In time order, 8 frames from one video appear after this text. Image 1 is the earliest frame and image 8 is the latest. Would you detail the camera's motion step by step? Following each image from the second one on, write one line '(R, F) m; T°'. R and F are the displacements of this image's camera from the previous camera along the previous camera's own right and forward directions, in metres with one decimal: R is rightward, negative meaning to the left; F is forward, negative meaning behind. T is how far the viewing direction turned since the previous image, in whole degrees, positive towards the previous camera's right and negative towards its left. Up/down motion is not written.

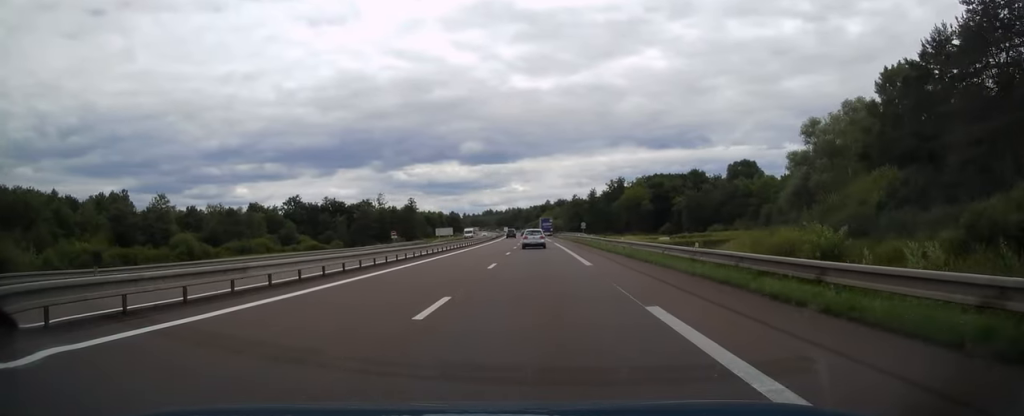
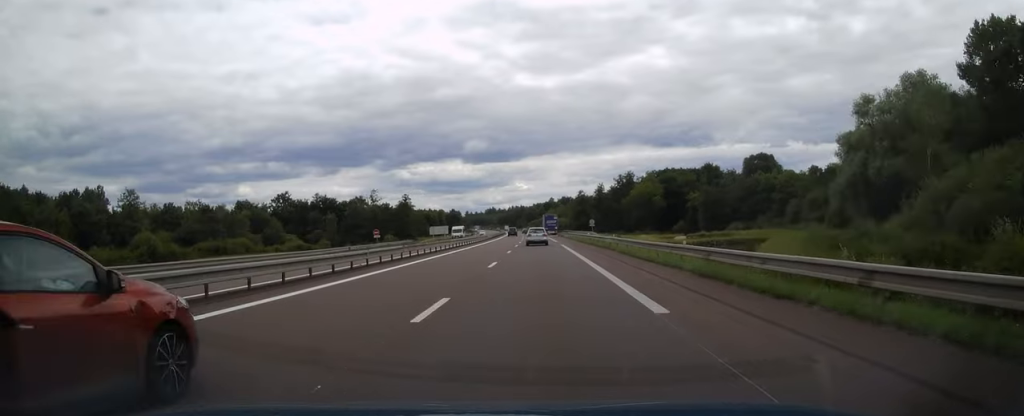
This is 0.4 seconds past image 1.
(-0.1, +13.2) m; 0°
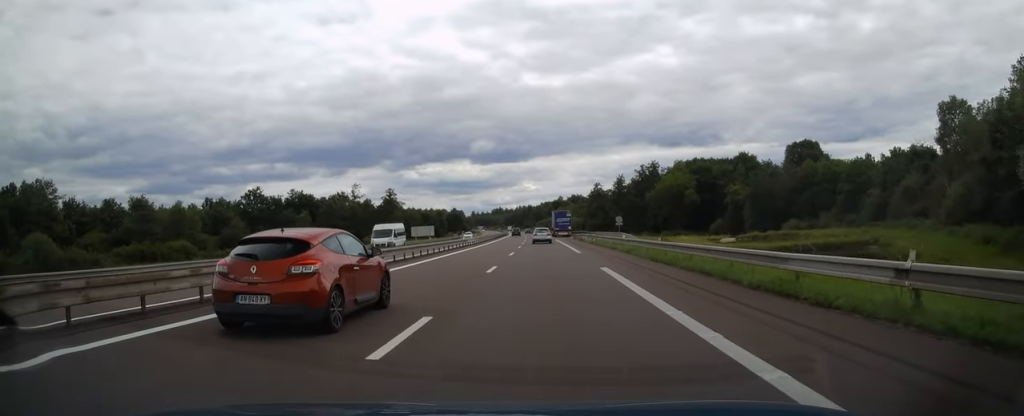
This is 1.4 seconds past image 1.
(-0.2, +28.5) m; 0°
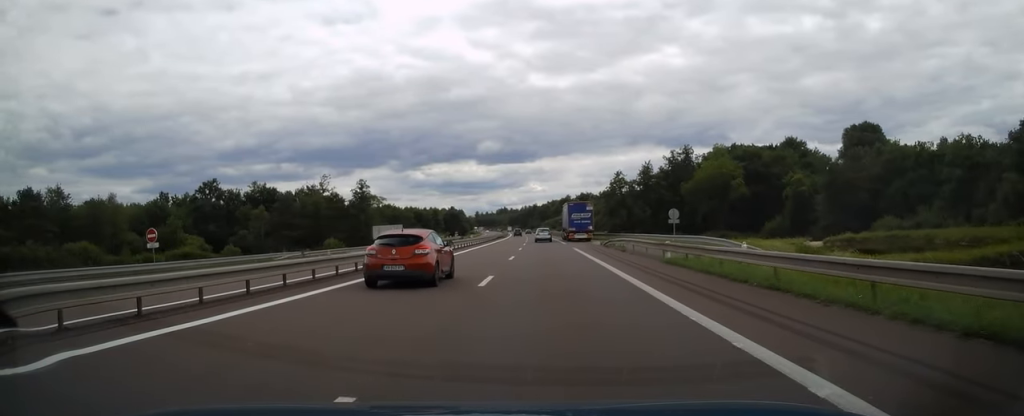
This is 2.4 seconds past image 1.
(-0.1, +30.5) m; -1°
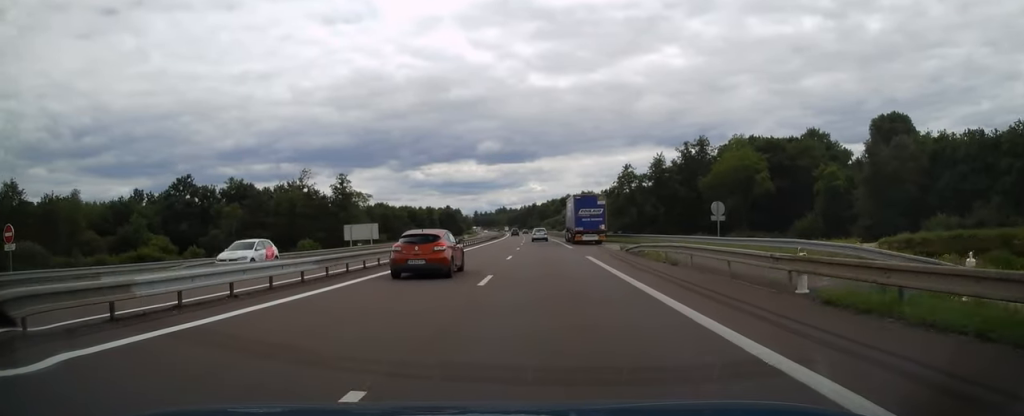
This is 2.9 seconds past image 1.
(0.0, +12.8) m; 0°
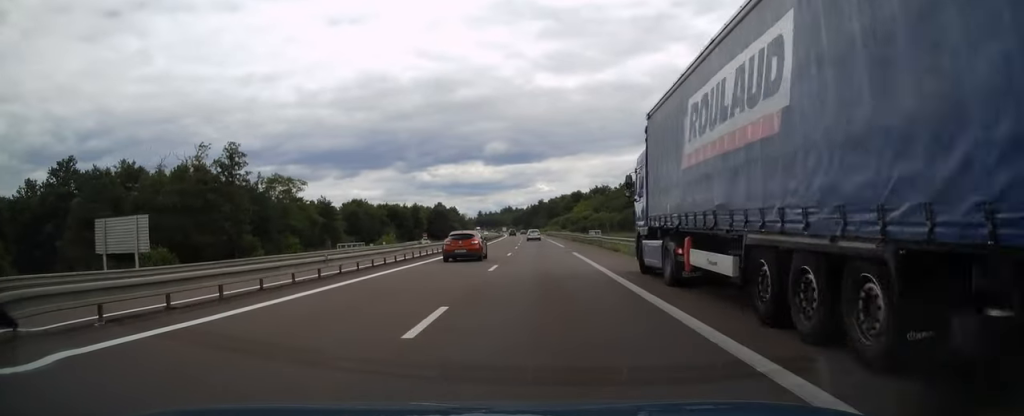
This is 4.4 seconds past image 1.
(-0.3, +46.3) m; -1°
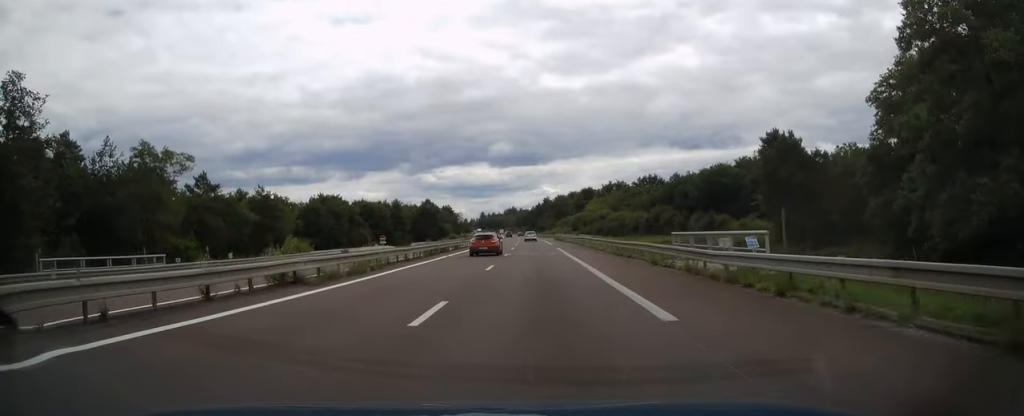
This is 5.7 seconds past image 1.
(-0.2, +38.3) m; -1°
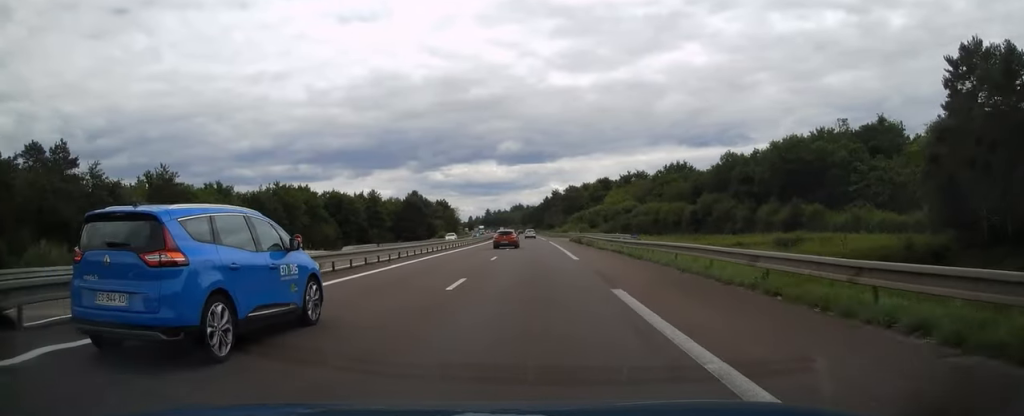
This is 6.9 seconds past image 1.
(-0.2, +35.1) m; 0°
